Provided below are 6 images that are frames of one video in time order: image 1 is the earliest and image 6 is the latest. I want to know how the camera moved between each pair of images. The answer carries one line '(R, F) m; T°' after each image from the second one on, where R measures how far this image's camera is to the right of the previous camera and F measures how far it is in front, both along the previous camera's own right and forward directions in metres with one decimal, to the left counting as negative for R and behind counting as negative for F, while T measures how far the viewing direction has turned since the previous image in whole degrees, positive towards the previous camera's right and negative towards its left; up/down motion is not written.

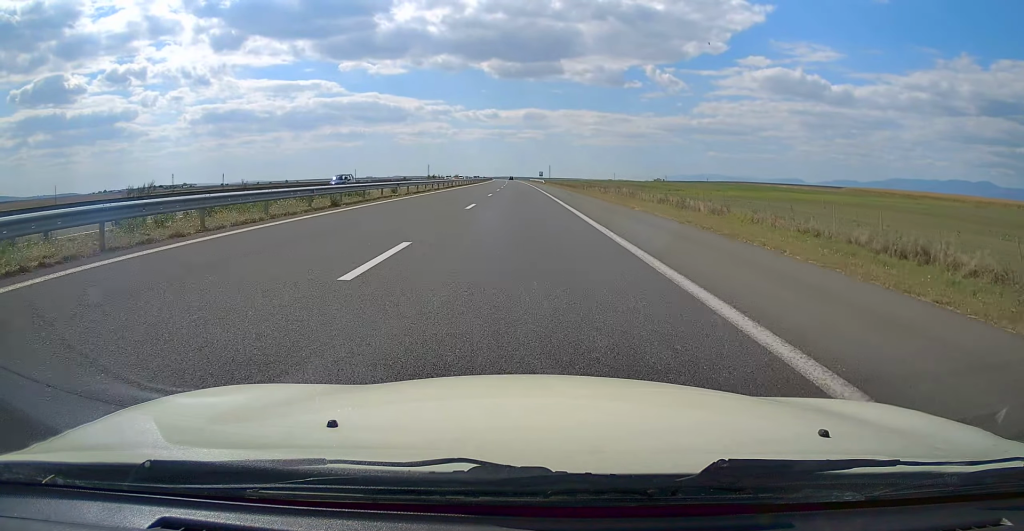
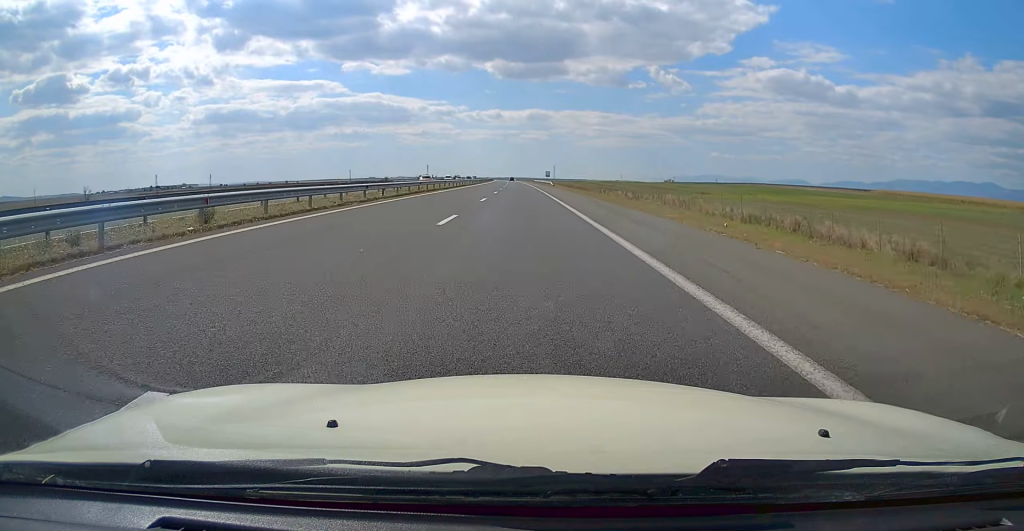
(0.0, +23.9) m; 0°
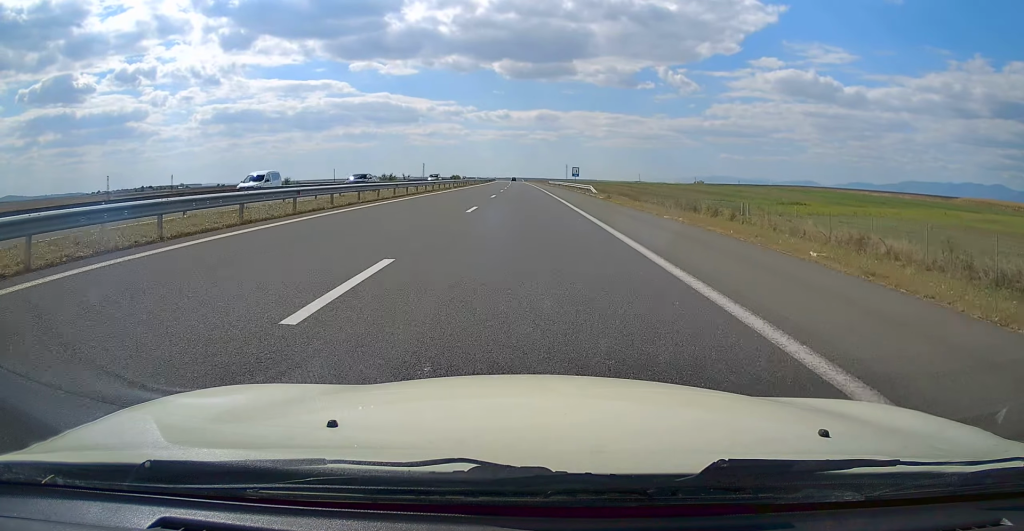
(-0.6, +58.3) m; -1°
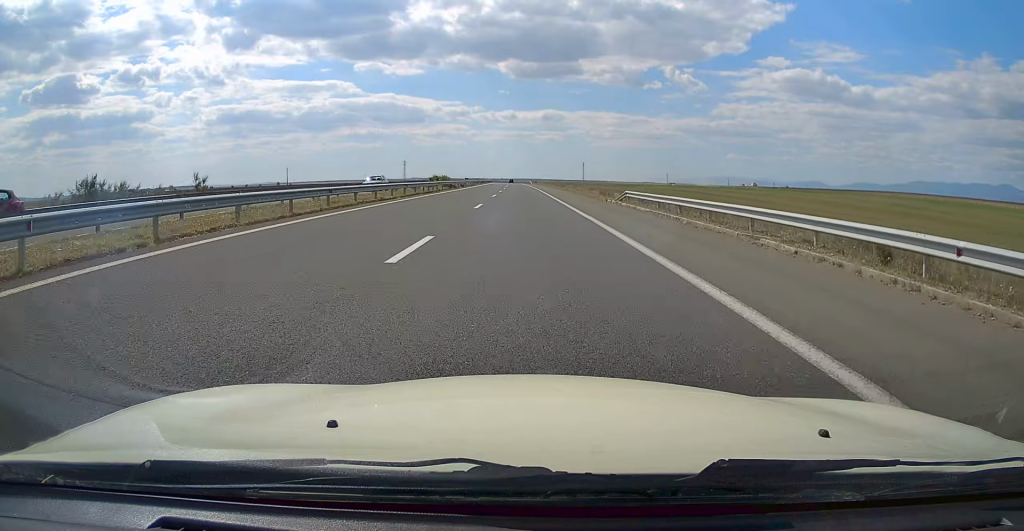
(-1.0, +91.9) m; -2°
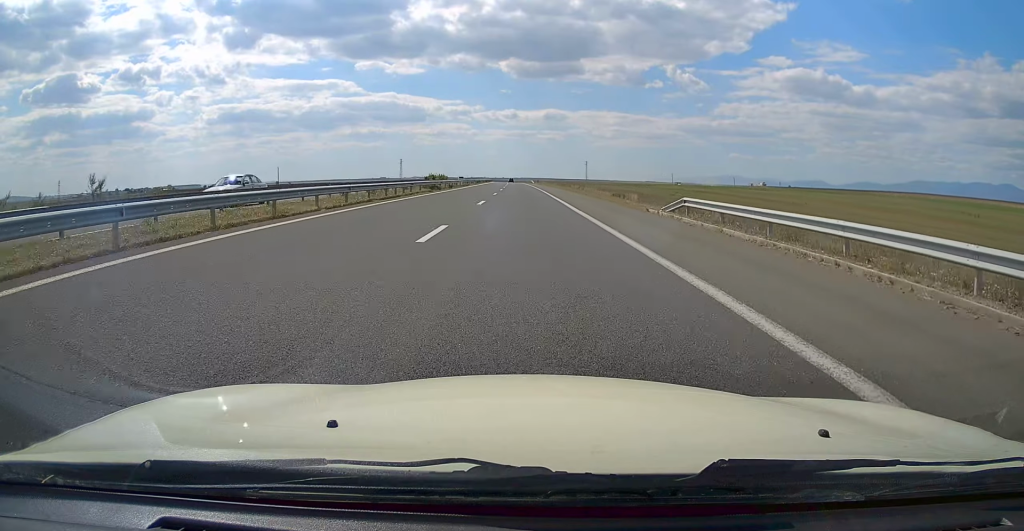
(0.0, +13.2) m; 0°
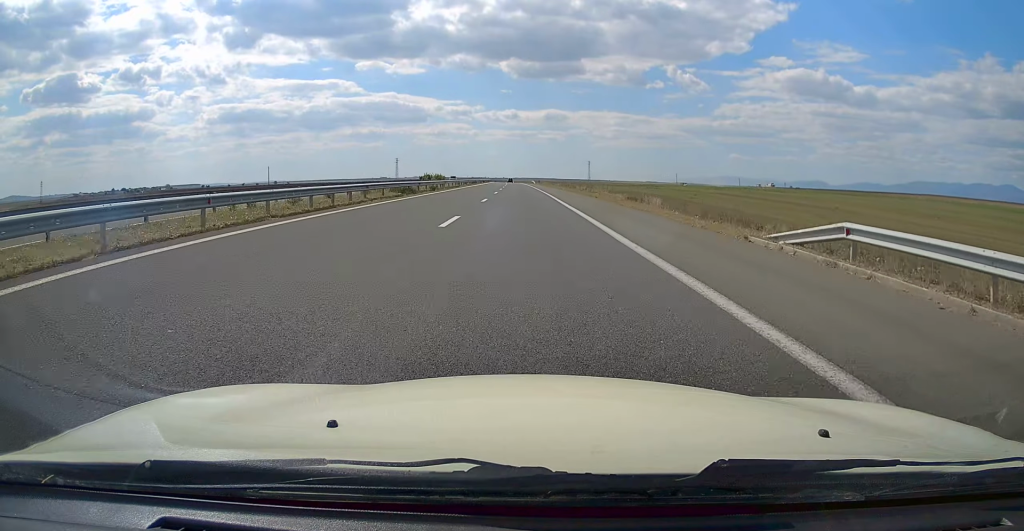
(0.0, +12.3) m; 0°
